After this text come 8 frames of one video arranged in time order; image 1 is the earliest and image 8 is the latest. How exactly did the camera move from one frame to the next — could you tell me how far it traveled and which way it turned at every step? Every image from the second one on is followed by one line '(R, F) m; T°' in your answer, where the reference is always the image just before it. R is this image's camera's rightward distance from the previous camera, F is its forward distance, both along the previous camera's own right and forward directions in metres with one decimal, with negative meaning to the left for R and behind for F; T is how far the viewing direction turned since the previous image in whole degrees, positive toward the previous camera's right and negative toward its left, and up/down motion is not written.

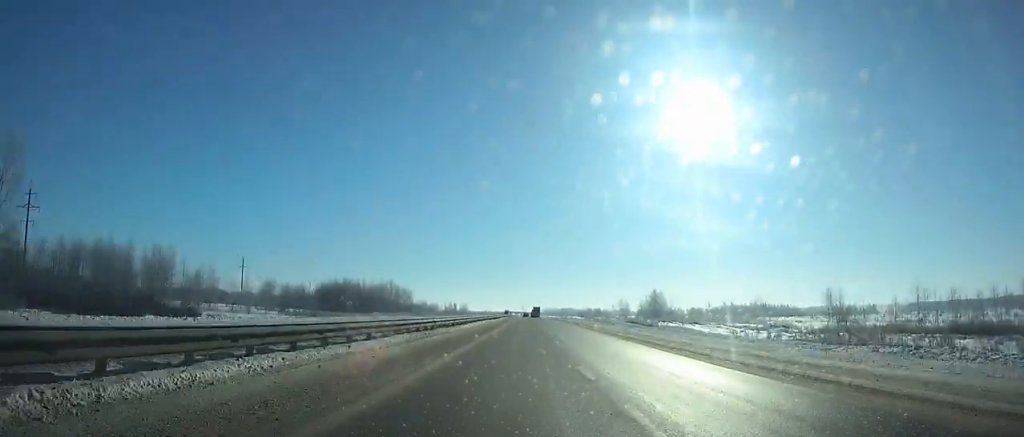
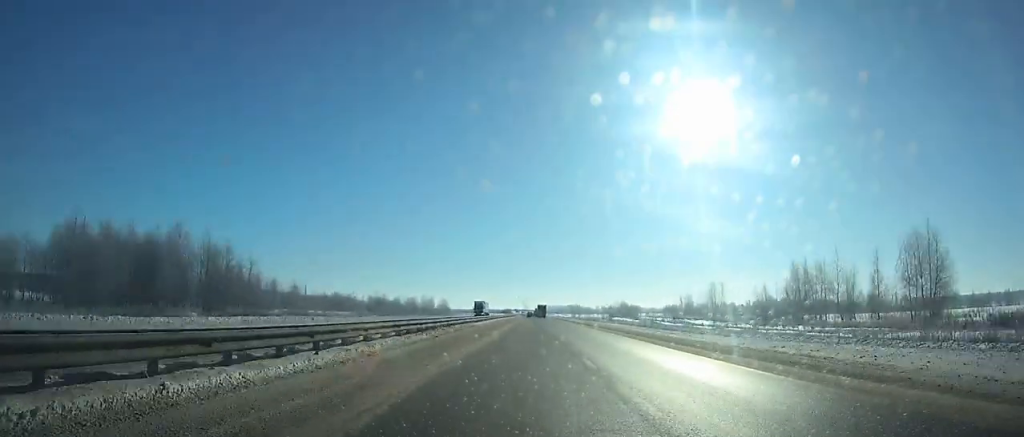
(-0.4, +117.8) m; 0°
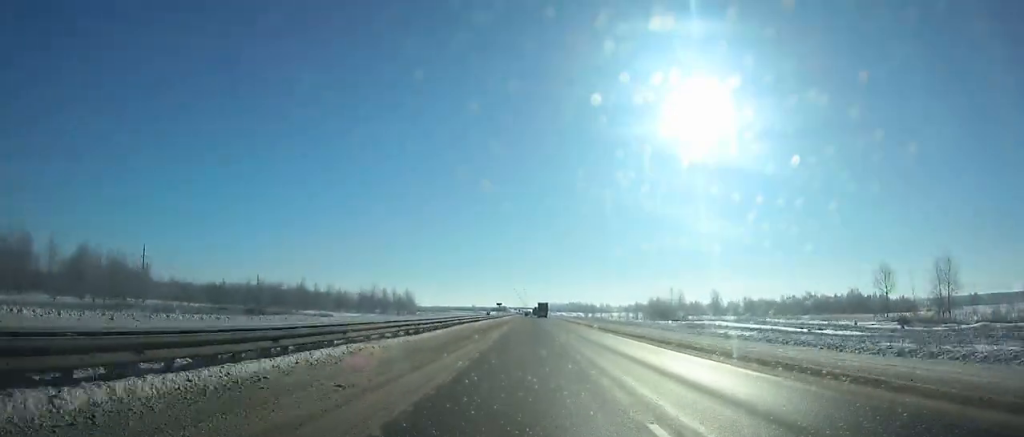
(-0.1, +93.6) m; 0°
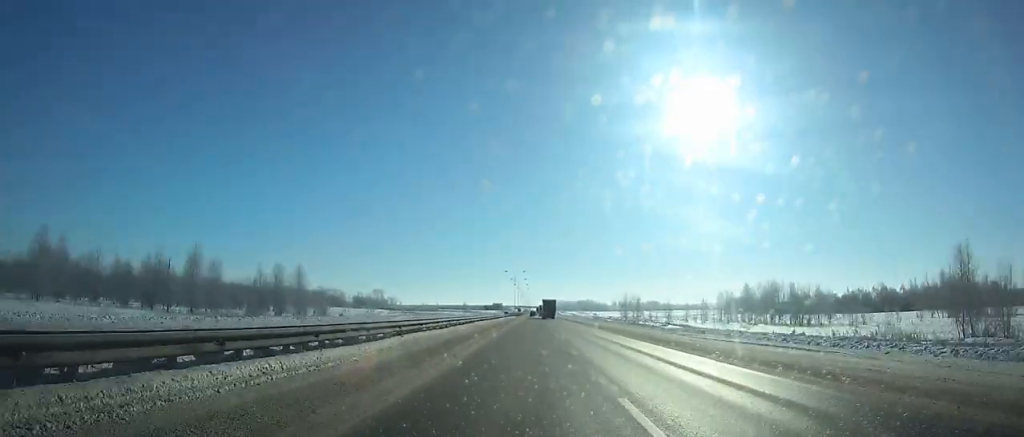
(+0.3, +117.8) m; 0°
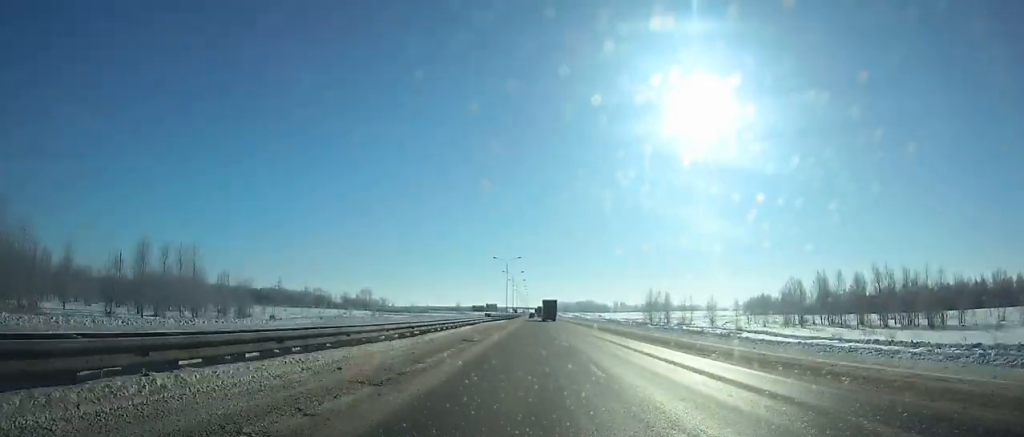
(0.0, +42.2) m; 0°
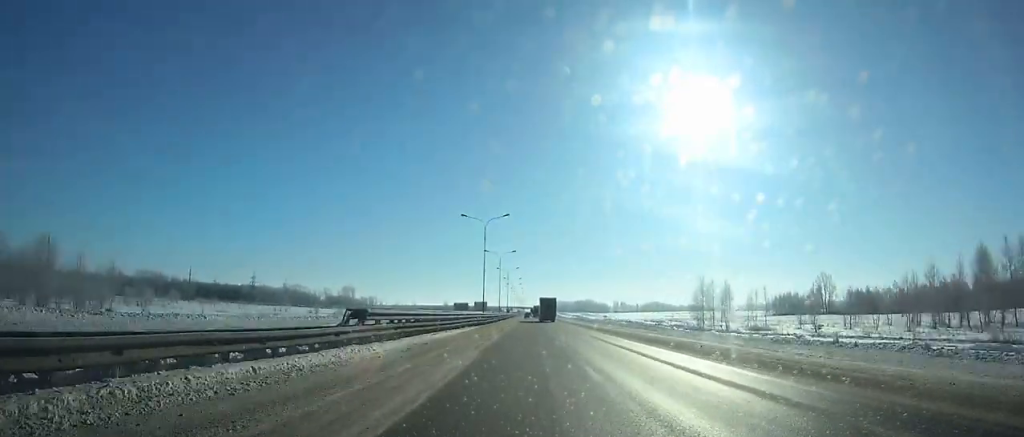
(-0.1, +48.3) m; 0°
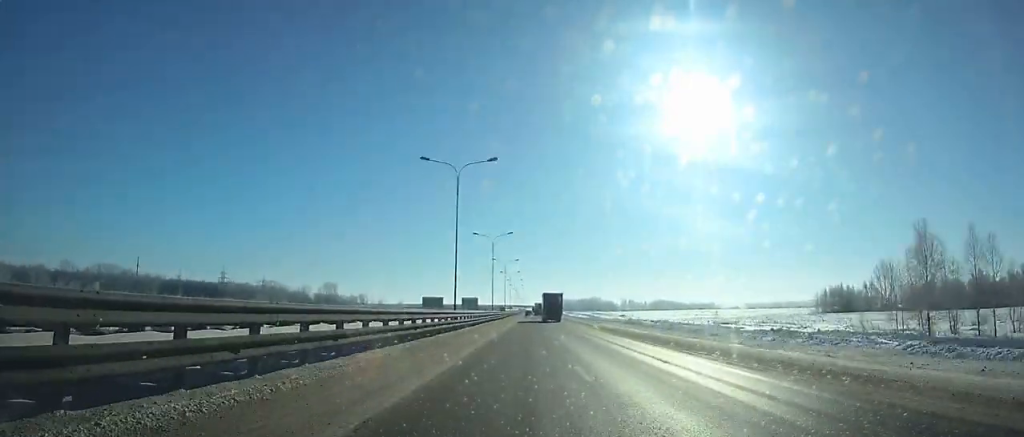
(+0.1, +60.4) m; 0°
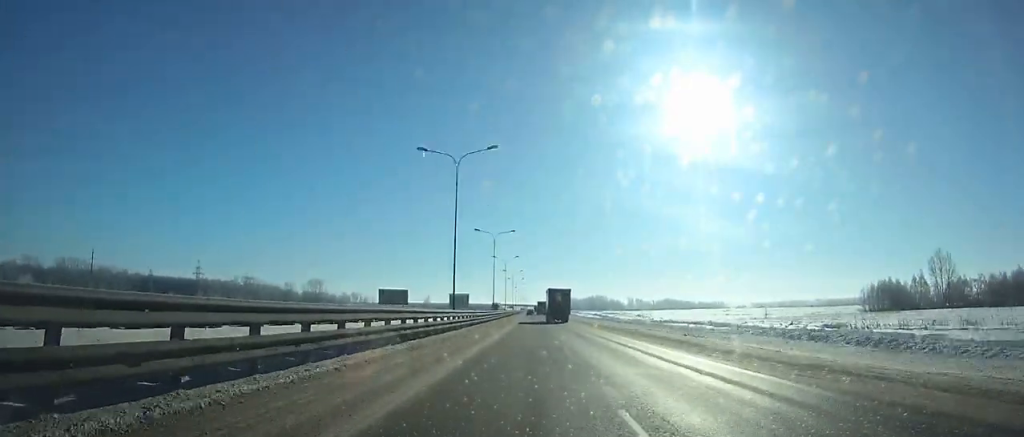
(0.0, +42.2) m; 0°
